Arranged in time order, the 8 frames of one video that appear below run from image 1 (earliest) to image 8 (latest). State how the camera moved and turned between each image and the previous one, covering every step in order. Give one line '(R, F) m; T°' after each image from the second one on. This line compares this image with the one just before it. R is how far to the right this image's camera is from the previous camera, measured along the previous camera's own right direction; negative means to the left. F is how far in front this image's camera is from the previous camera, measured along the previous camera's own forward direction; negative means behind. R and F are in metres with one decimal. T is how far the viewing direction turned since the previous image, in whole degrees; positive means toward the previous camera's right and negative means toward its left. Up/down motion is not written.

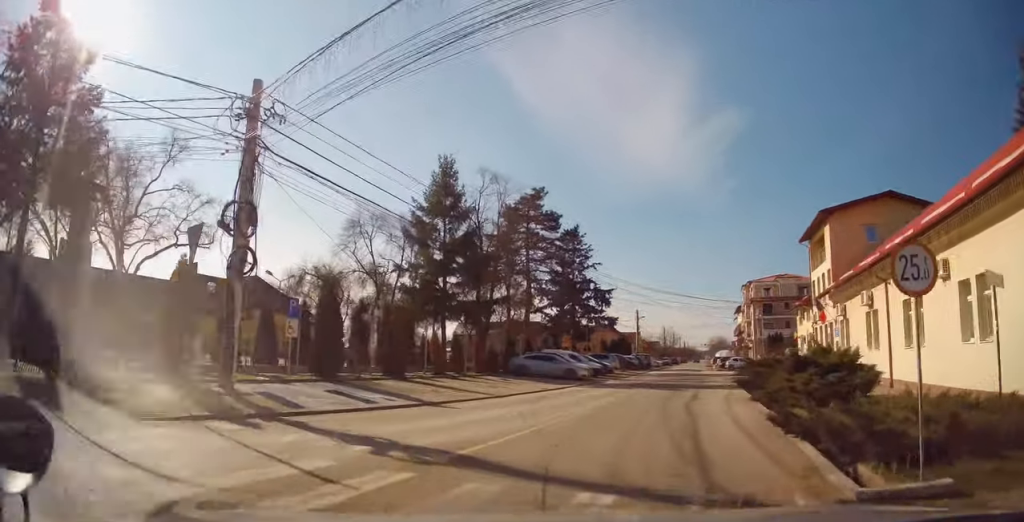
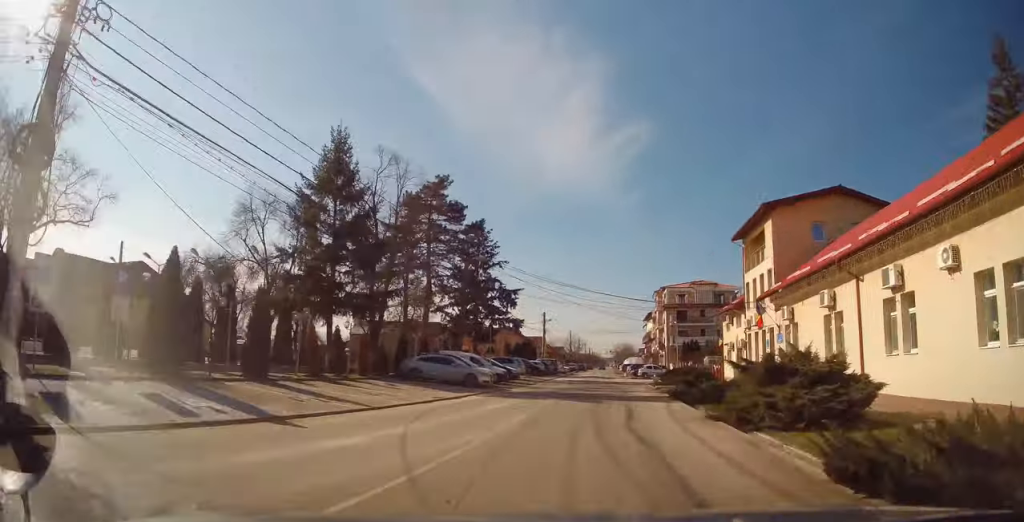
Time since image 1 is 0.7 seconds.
(+0.2, +3.9) m; +6°
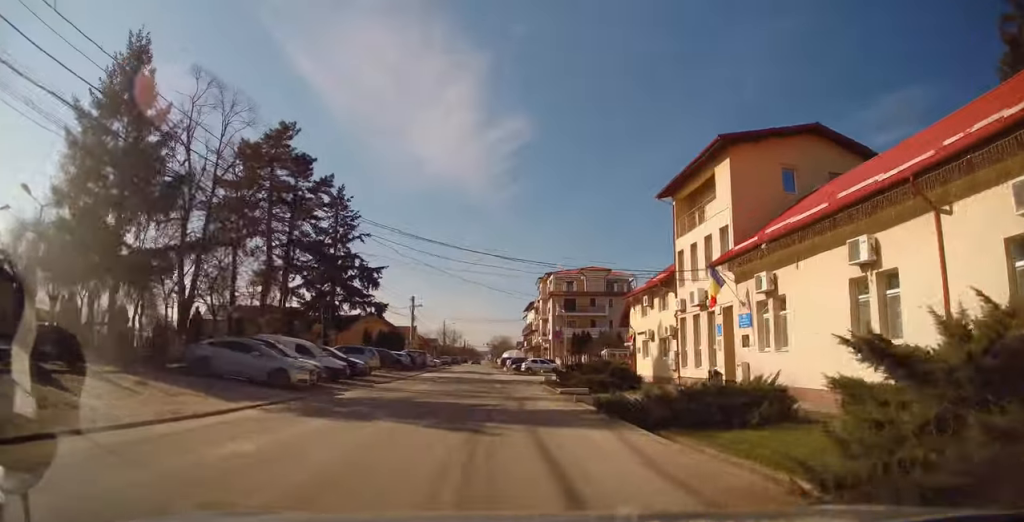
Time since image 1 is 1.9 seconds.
(+0.8, +8.4) m; +11°
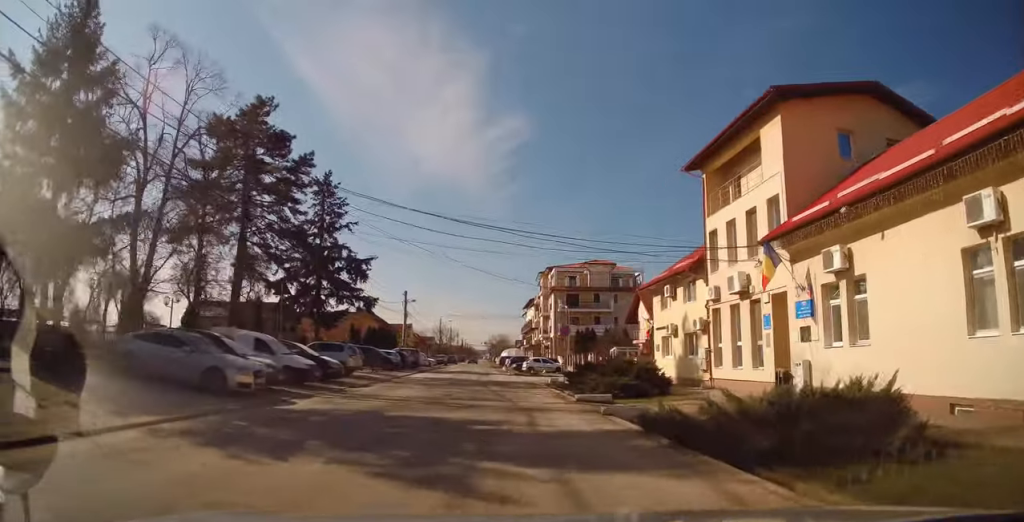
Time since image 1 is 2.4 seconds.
(+0.4, +3.8) m; +1°
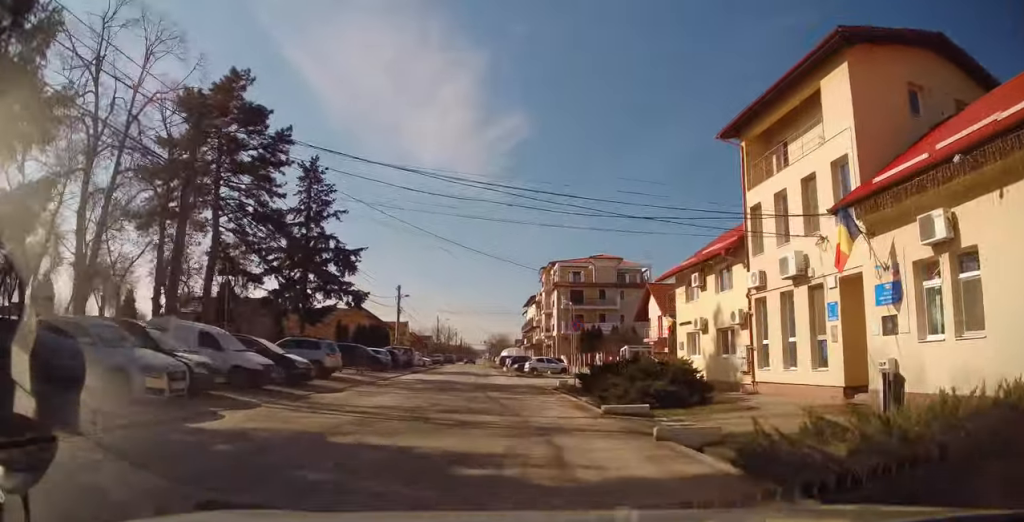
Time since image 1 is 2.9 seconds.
(+0.1, +3.7) m; 0°
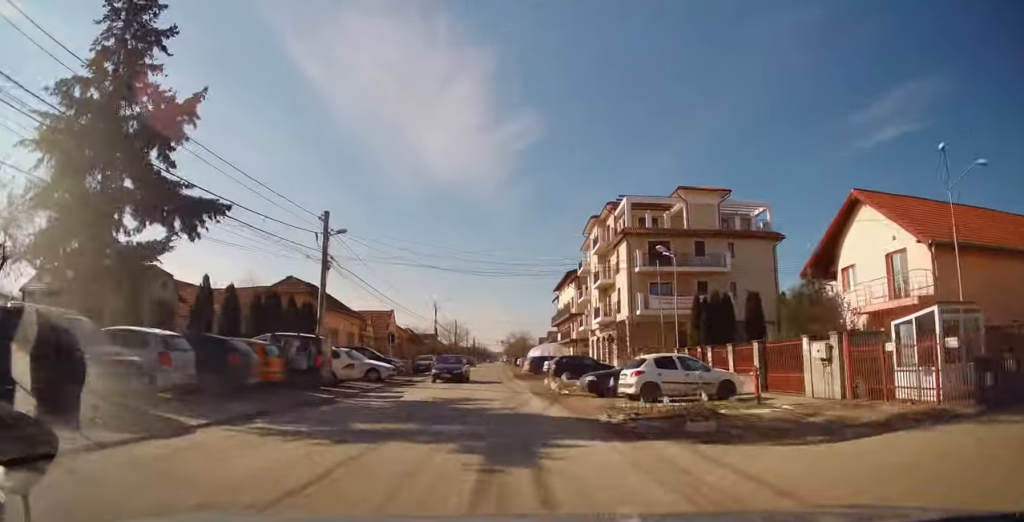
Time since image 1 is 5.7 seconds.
(-0.3, +27.6) m; 0°
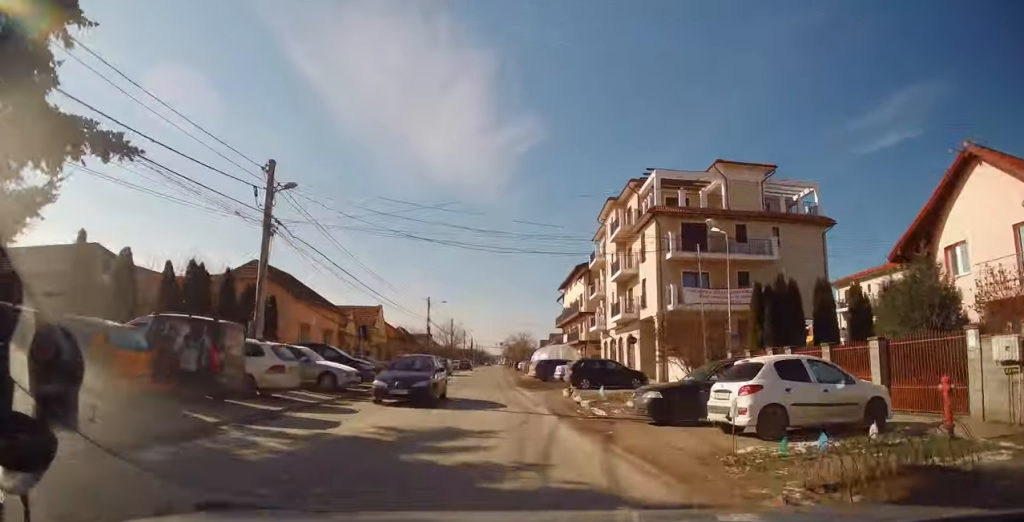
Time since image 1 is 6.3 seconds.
(-0.1, +6.6) m; -1°
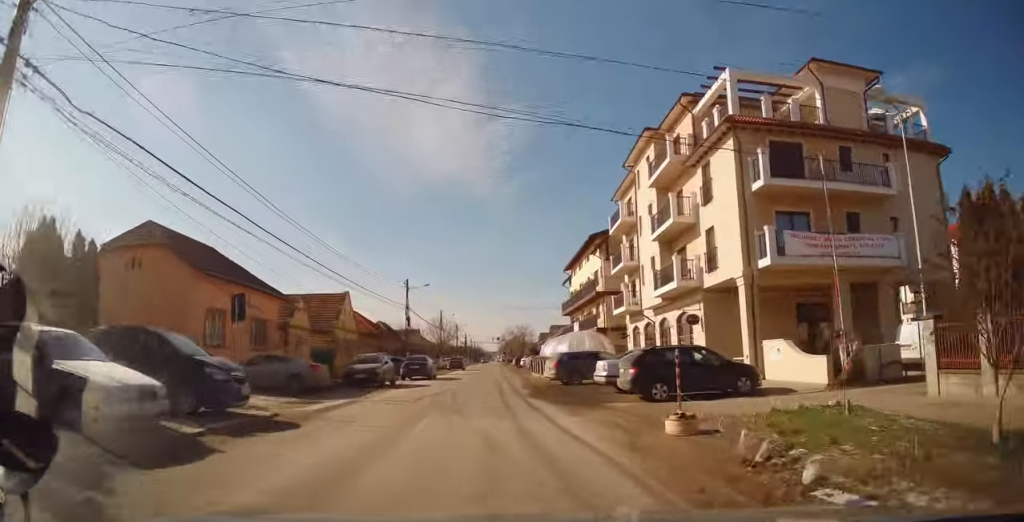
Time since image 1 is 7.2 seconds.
(-0.1, +11.6) m; -1°
